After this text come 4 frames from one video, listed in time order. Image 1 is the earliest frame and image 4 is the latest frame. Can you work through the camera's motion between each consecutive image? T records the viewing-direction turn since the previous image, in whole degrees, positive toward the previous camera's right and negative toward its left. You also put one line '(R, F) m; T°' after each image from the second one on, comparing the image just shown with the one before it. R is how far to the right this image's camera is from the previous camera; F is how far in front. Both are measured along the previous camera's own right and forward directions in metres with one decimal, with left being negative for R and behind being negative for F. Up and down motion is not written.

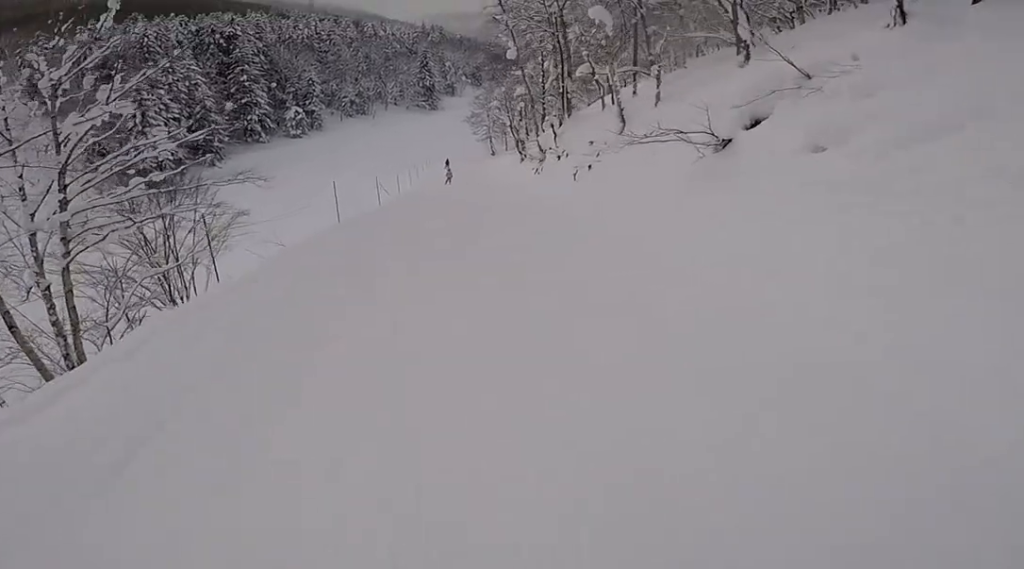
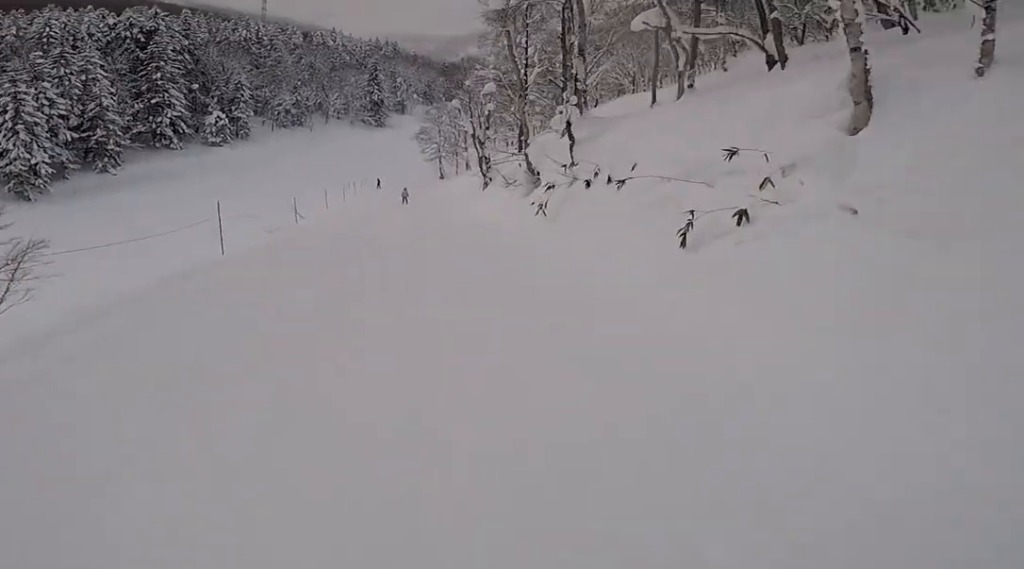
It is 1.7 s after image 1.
(-1.6, +11.9) m; -1°
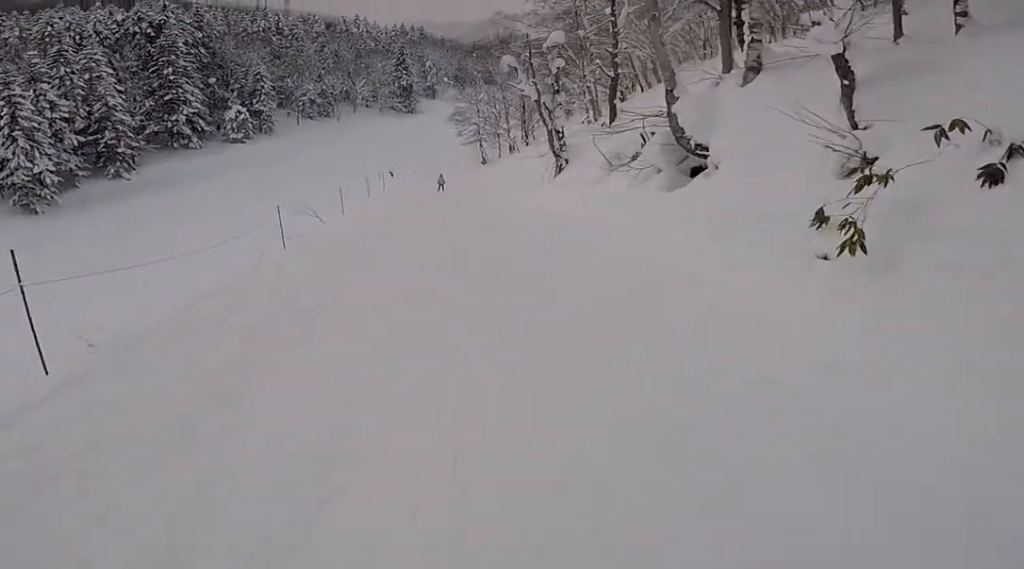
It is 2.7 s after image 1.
(+0.8, +7.3) m; +2°
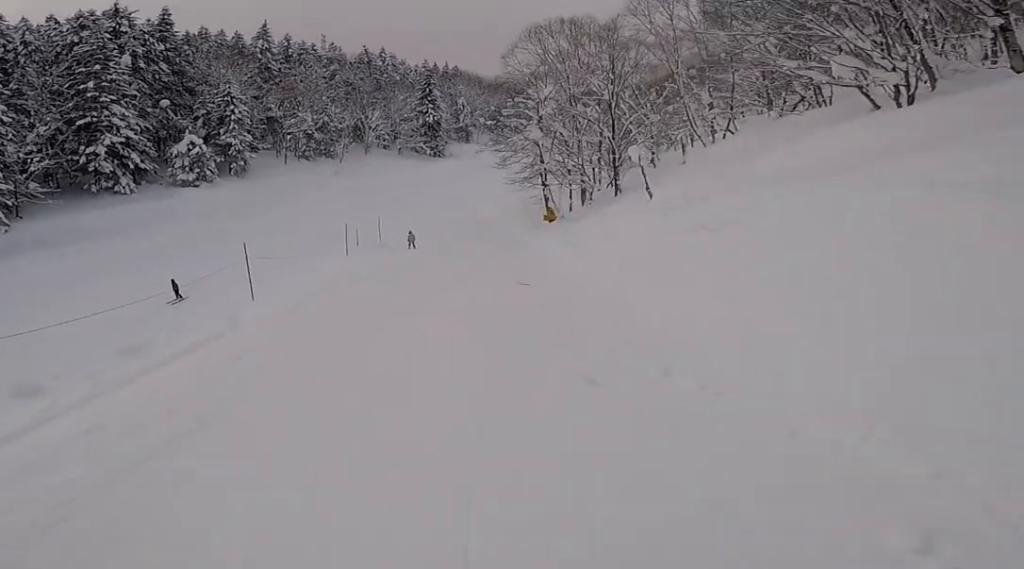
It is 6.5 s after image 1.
(-1.3, +25.2) m; -3°
